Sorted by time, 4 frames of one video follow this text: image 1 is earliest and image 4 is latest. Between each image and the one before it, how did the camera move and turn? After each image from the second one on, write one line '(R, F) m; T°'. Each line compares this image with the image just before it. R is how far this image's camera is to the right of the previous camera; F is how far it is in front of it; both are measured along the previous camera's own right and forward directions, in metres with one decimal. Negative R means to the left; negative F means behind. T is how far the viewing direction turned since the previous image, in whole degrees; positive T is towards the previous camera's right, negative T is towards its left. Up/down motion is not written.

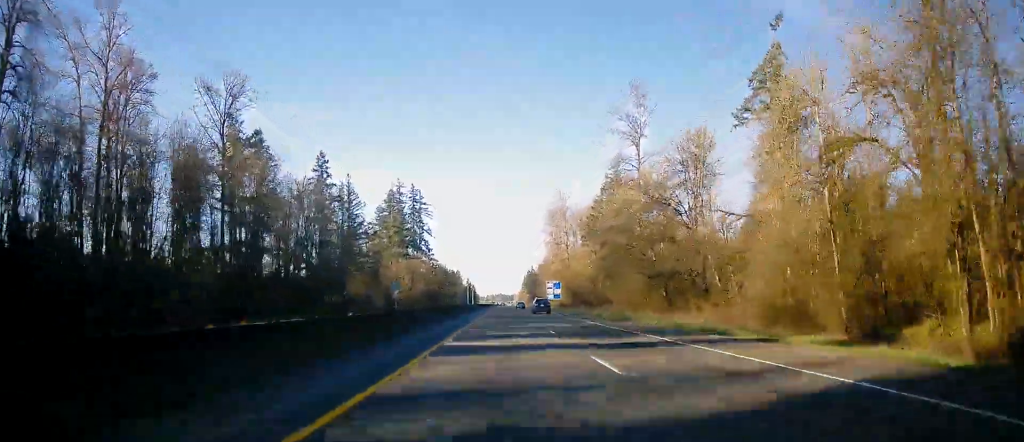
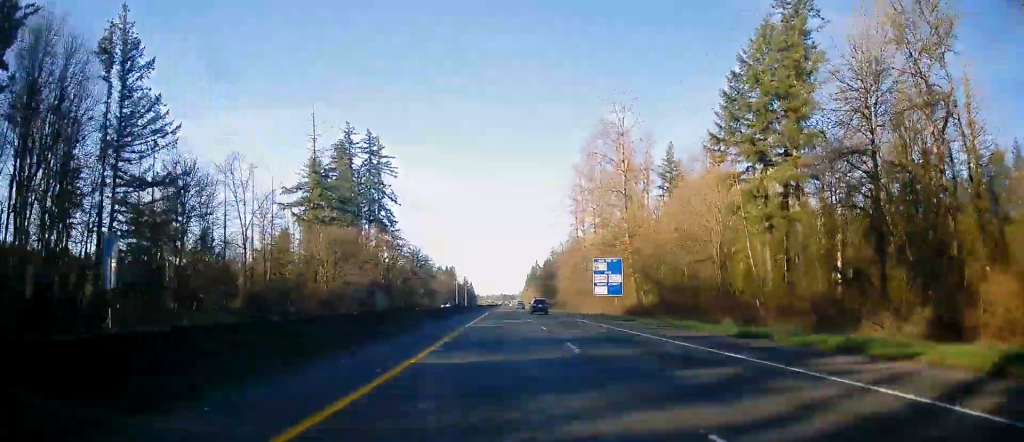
(-0.3, +80.7) m; 0°
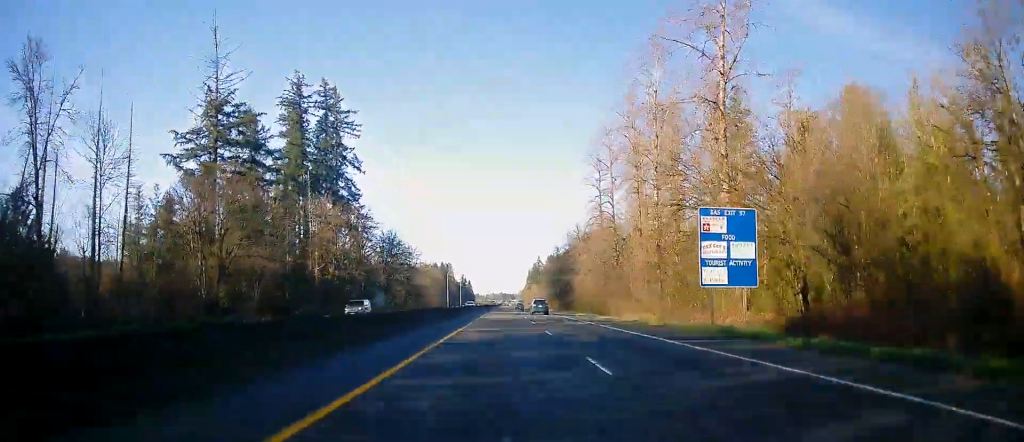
(-0.1, +41.0) m; 0°
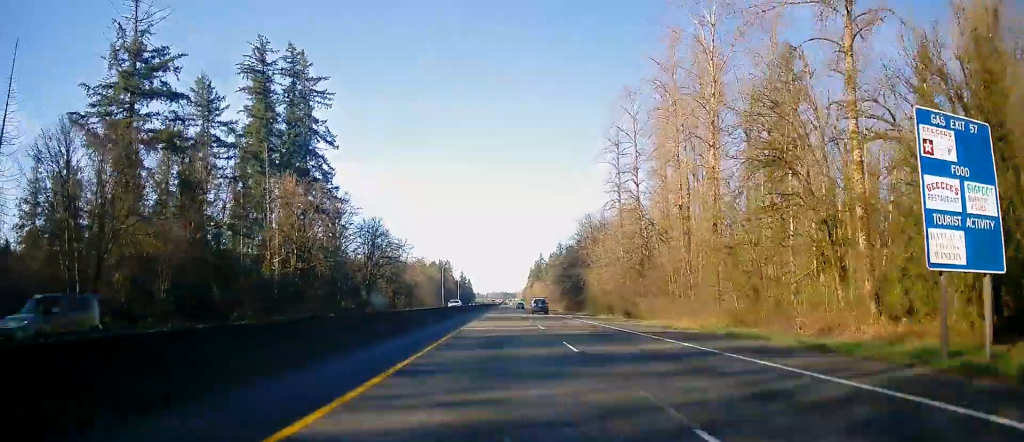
(-0.1, +20.0) m; 0°
